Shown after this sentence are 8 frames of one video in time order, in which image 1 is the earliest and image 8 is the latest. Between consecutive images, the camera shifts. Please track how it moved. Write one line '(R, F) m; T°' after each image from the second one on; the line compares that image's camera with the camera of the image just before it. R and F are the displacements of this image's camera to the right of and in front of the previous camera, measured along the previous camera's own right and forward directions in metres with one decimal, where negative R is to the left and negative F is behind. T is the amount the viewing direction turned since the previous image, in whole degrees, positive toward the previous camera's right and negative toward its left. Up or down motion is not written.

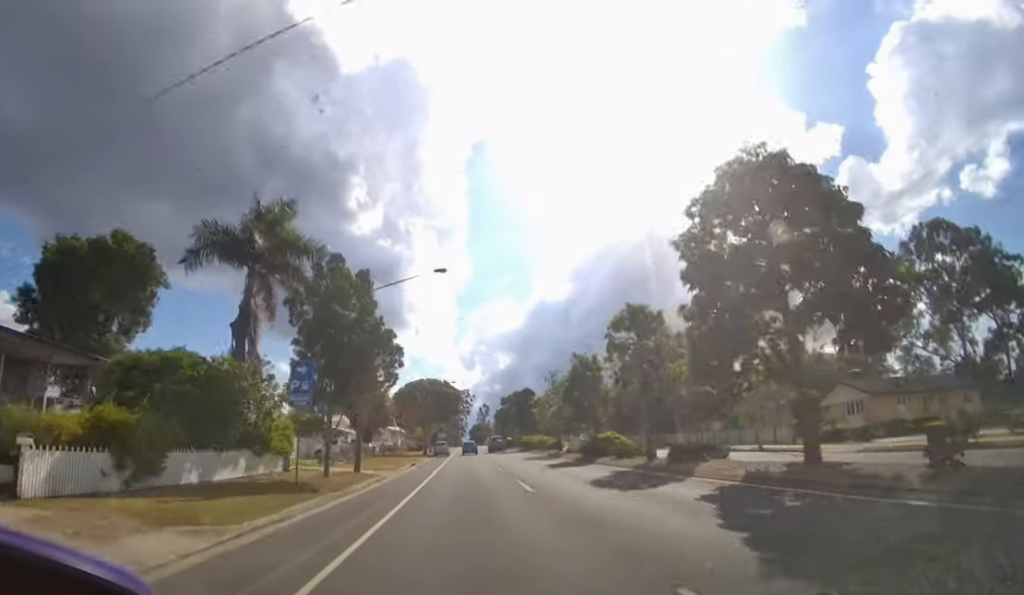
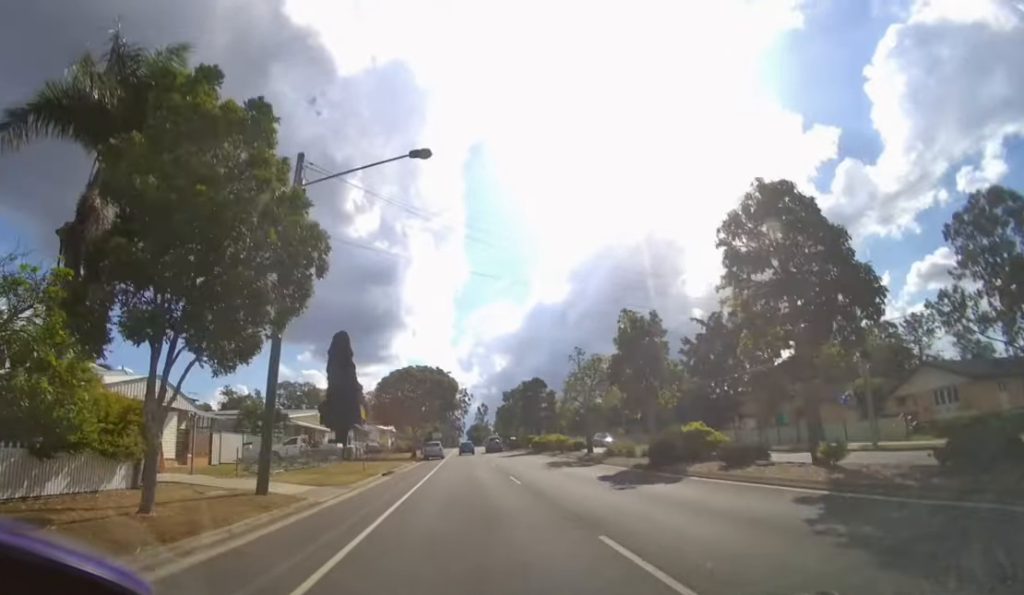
(0.0, +11.5) m; 0°
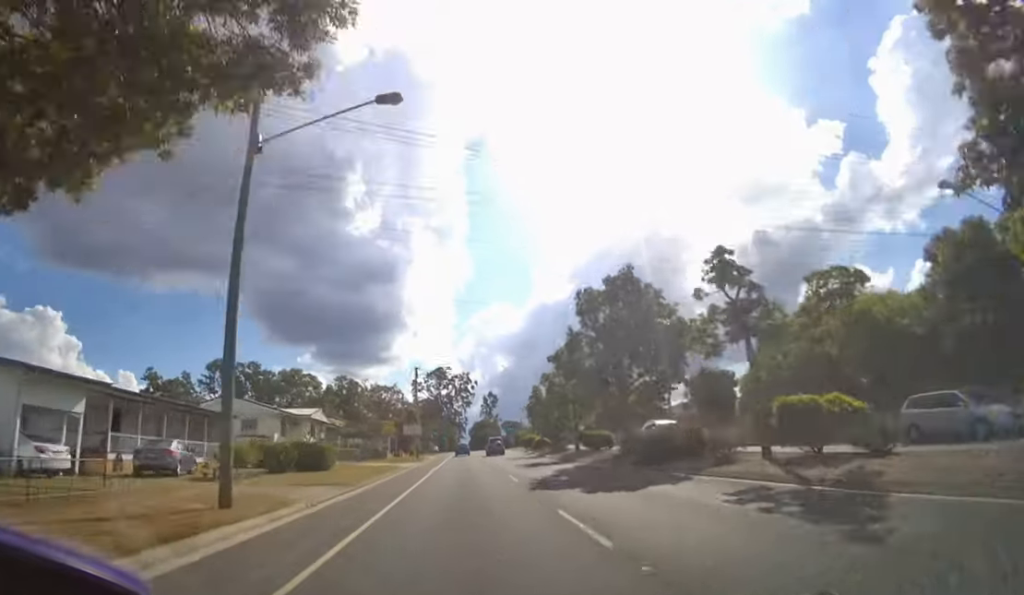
(-0.3, +49.3) m; -1°
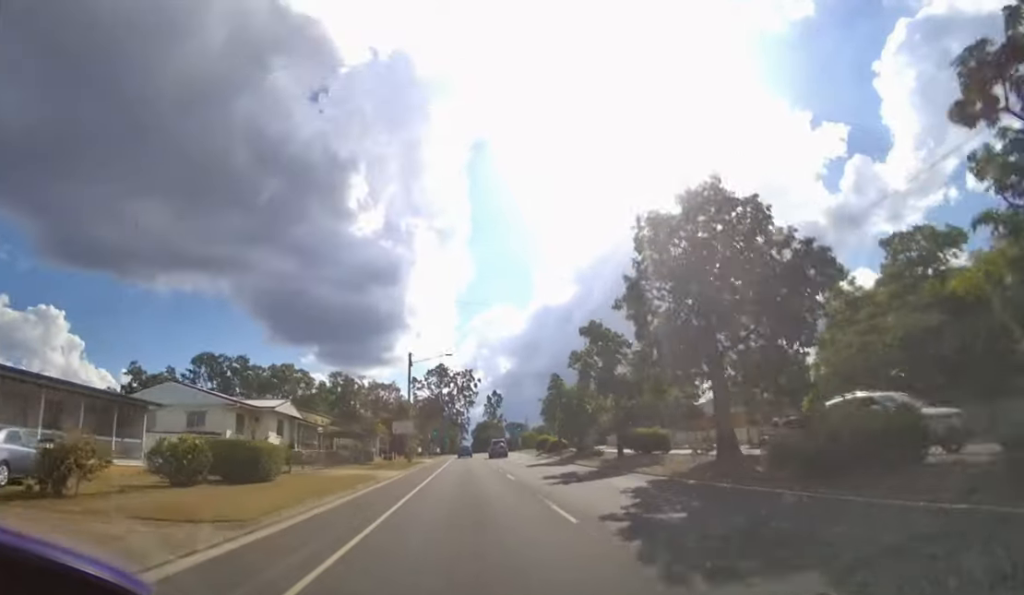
(0.0, +7.9) m; 0°
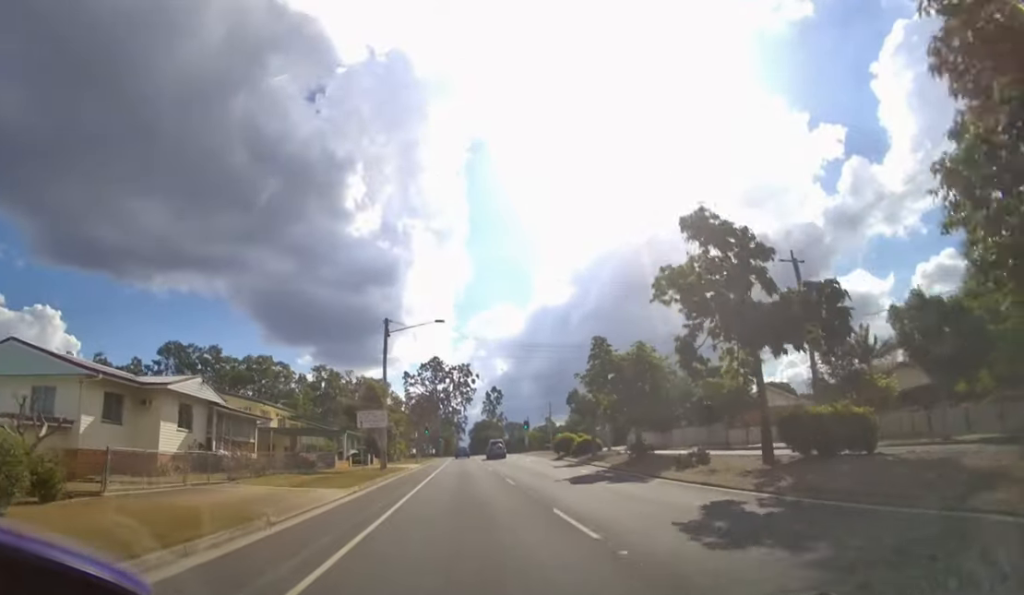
(+0.1, +11.4) m; 0°
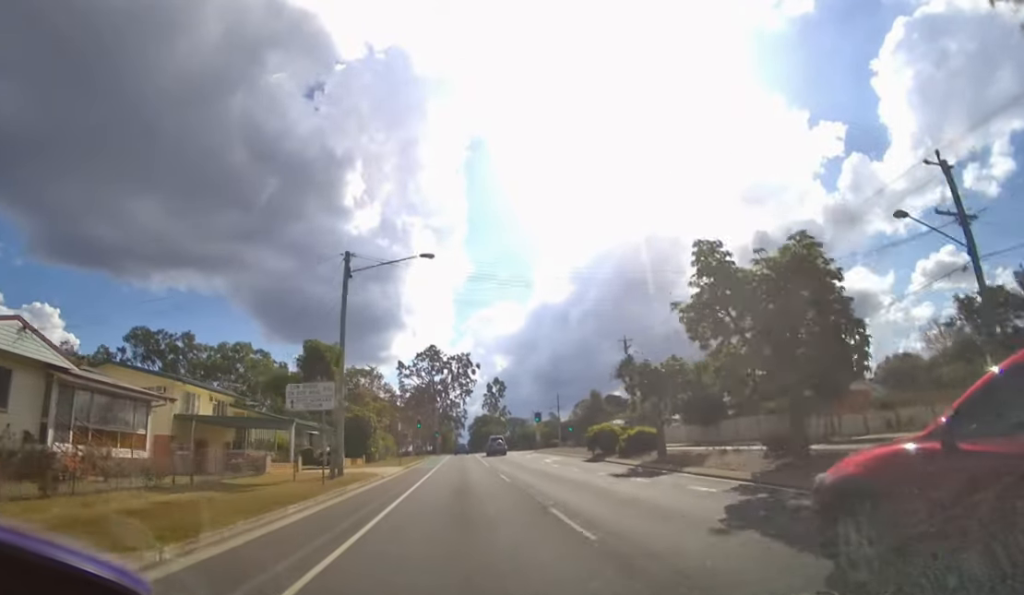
(0.0, +9.4) m; 0°
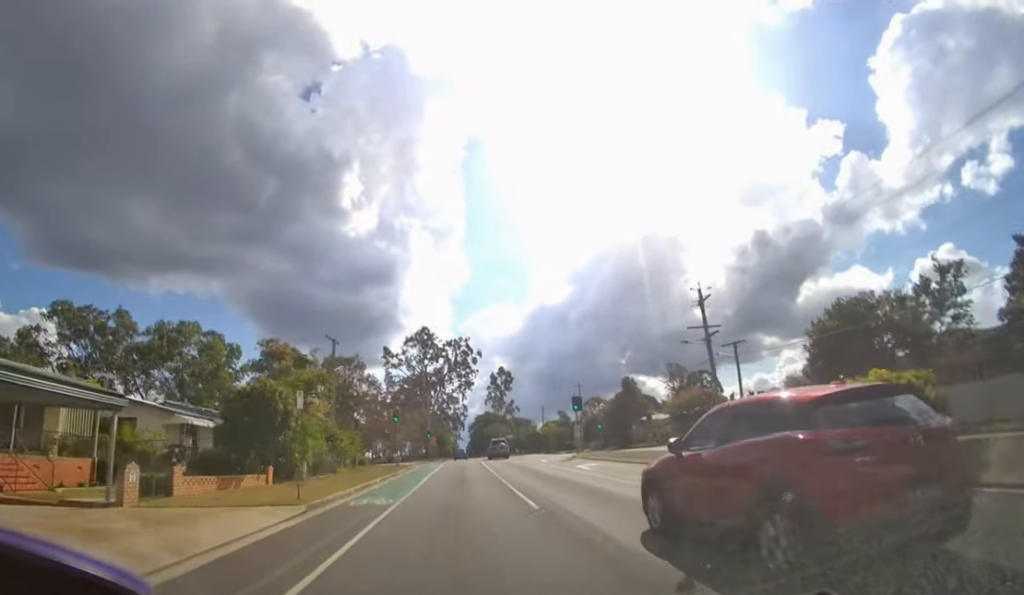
(0.0, +16.9) m; 0°
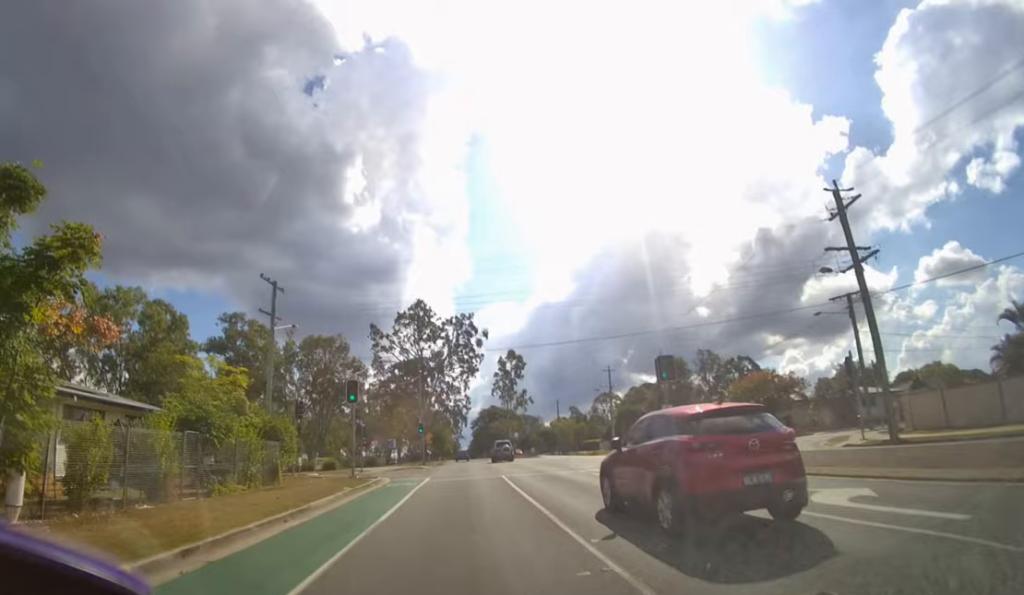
(0.0, +14.9) m; 0°
